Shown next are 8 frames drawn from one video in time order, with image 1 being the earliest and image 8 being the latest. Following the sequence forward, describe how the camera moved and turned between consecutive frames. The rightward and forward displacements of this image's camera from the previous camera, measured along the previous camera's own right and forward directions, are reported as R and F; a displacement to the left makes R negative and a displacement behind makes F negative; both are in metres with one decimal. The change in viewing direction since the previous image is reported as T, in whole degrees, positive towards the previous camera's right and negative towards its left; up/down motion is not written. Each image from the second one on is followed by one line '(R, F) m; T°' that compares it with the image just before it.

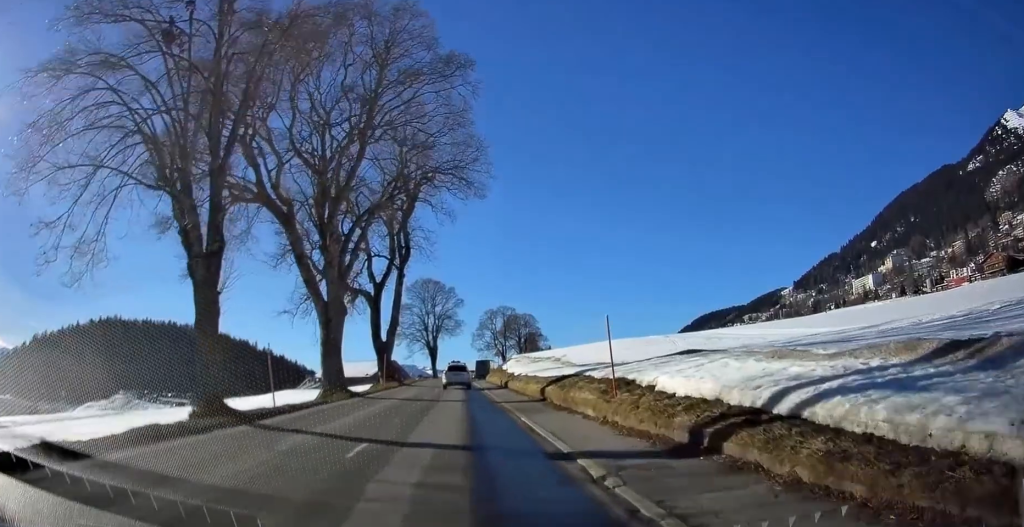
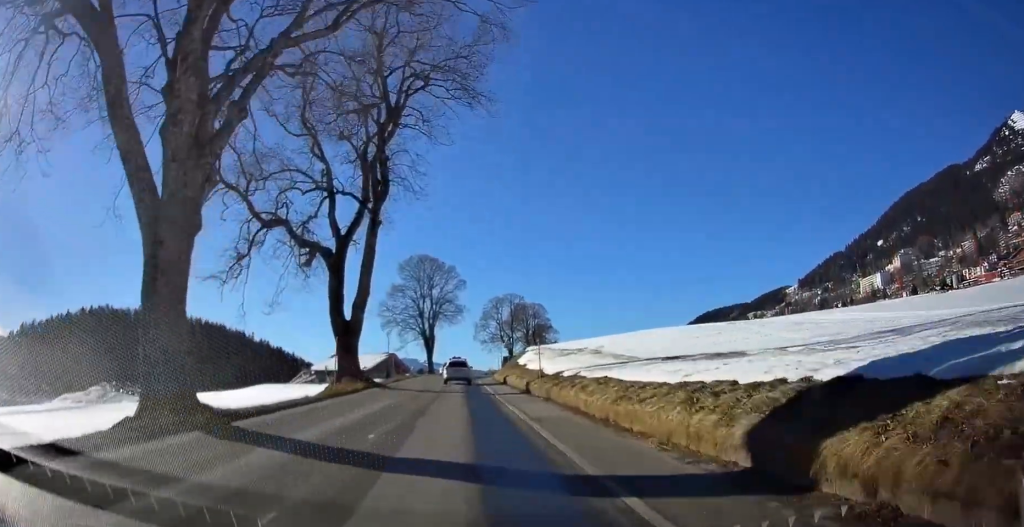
(+0.1, +16.4) m; -1°
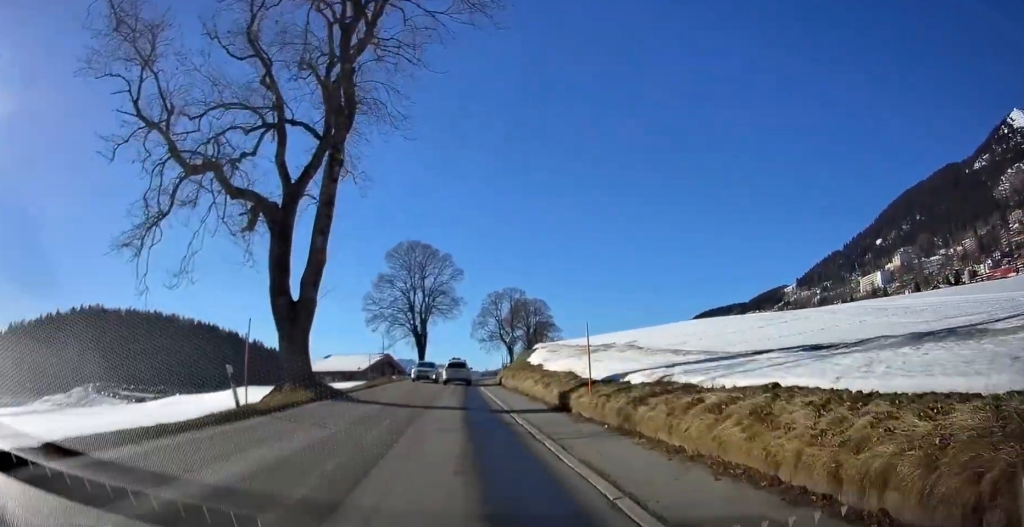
(-0.2, +10.1) m; -1°
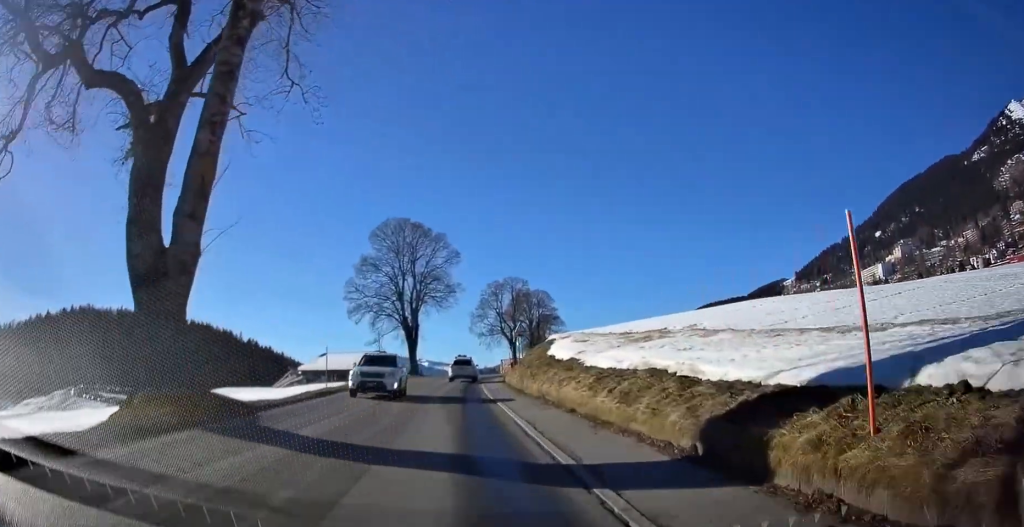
(0.0, +10.0) m; 0°
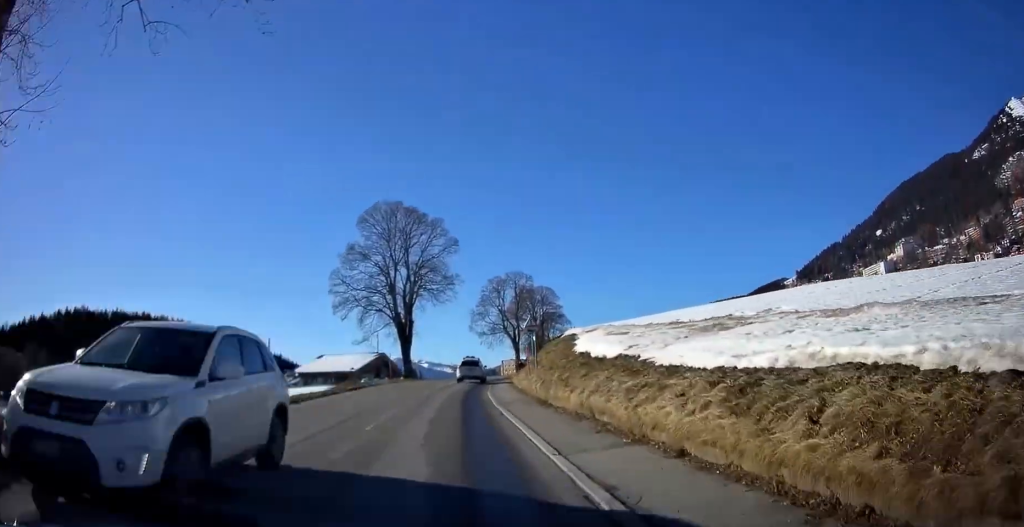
(0.0, +7.5) m; 0°
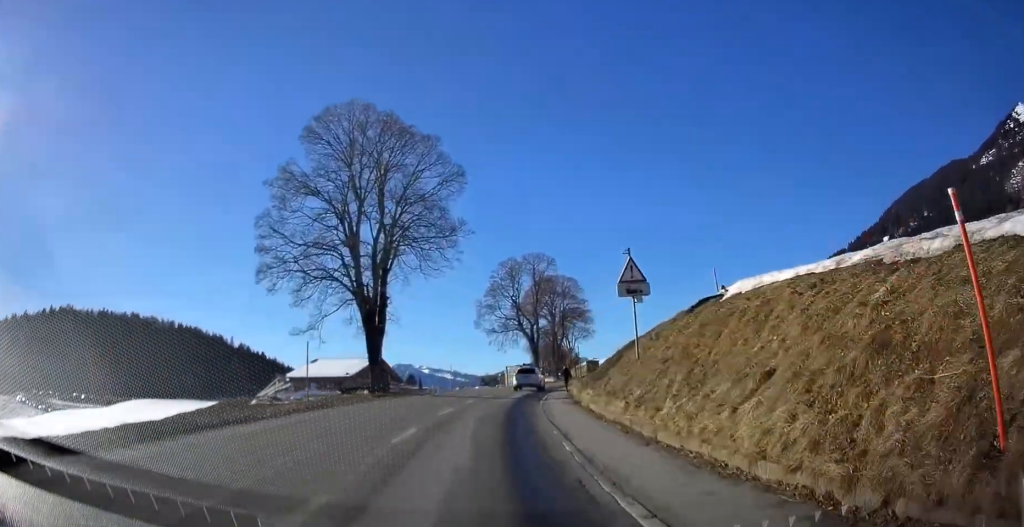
(+0.3, +21.7) m; +2°
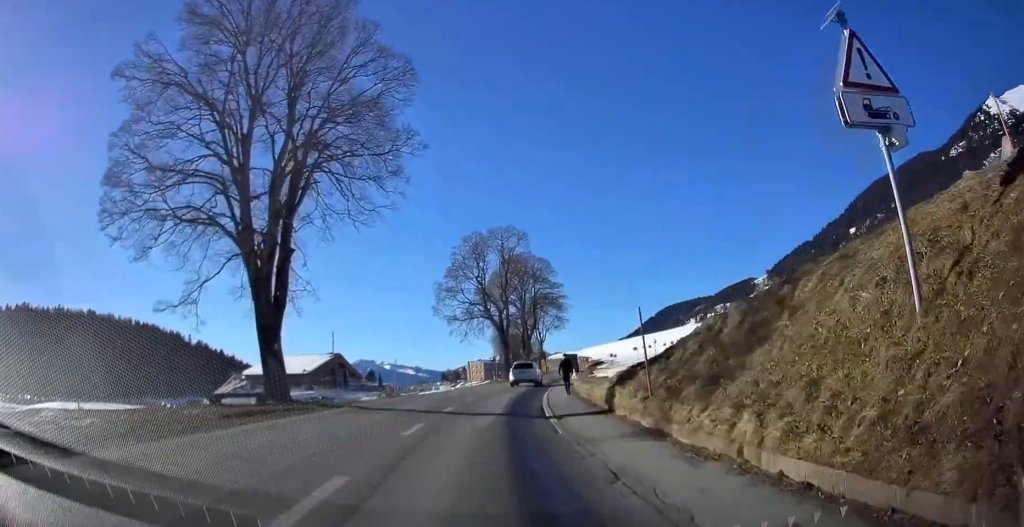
(+0.1, +12.4) m; +1°
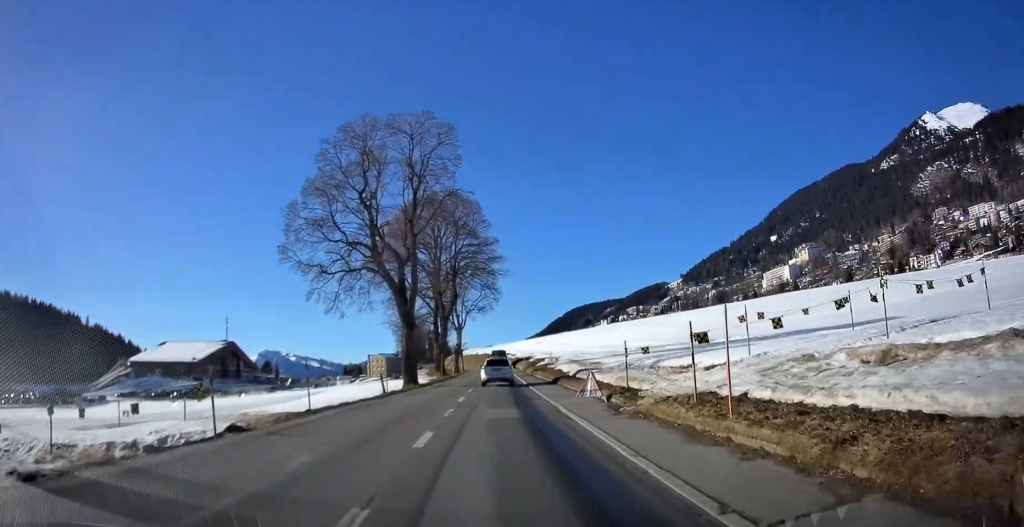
(+2.2, +31.3) m; +8°
